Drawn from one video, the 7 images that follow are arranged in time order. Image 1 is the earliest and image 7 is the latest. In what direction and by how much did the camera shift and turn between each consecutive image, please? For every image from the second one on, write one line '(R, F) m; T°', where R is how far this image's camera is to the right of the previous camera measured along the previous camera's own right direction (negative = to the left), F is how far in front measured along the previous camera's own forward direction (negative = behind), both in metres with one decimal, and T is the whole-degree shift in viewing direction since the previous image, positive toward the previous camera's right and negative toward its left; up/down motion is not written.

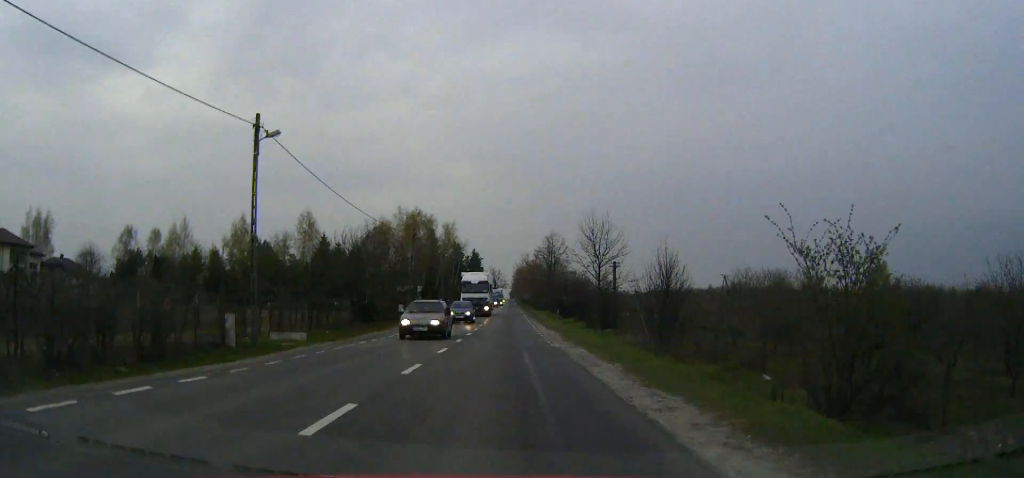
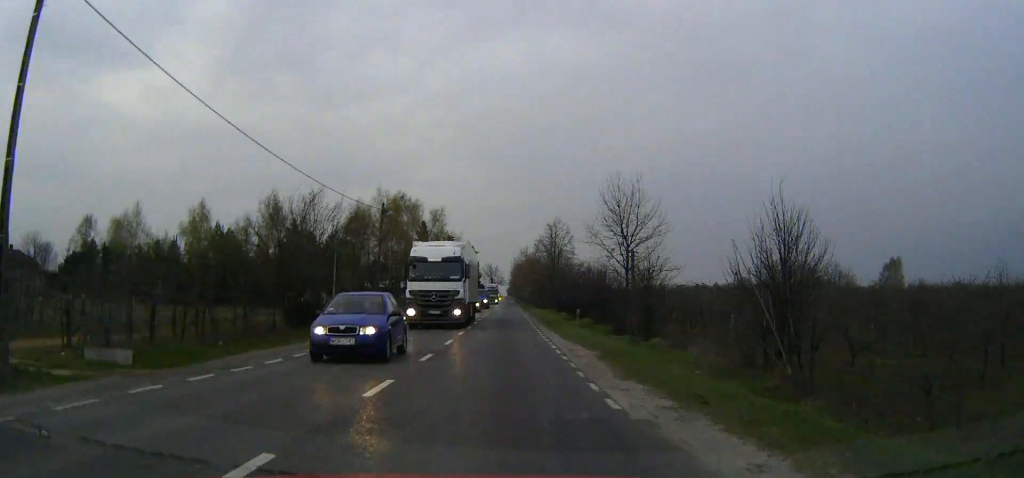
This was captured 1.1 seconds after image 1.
(+0.1, +14.9) m; 0°
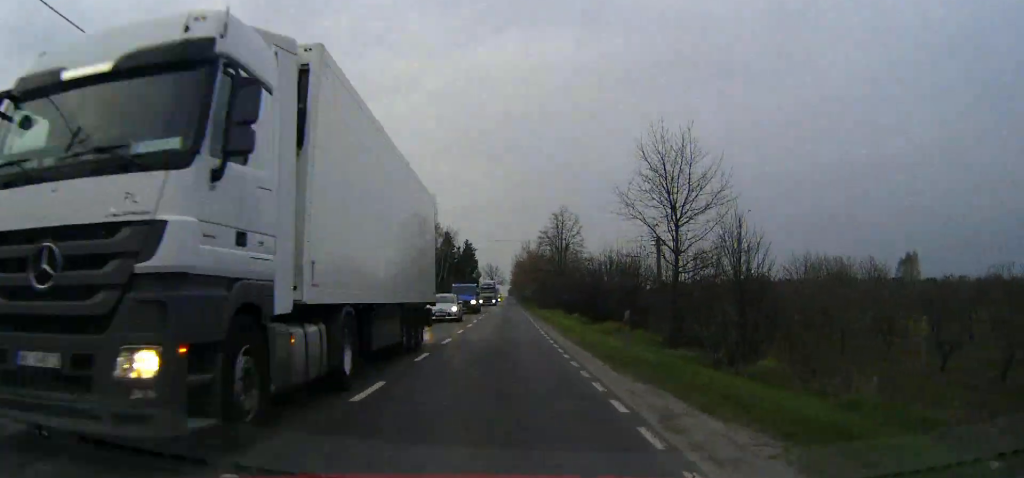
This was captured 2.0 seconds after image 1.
(0.0, +12.7) m; 0°
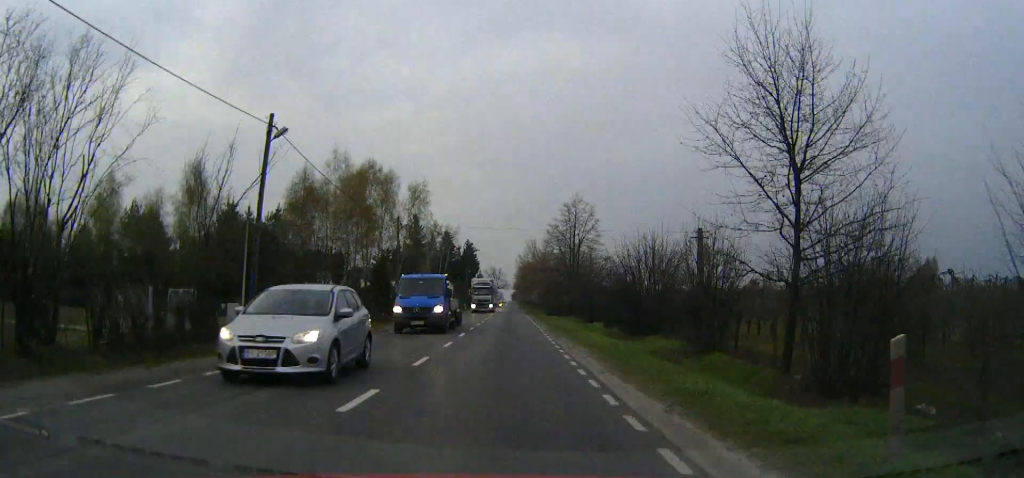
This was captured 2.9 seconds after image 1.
(0.0, +12.8) m; 0°
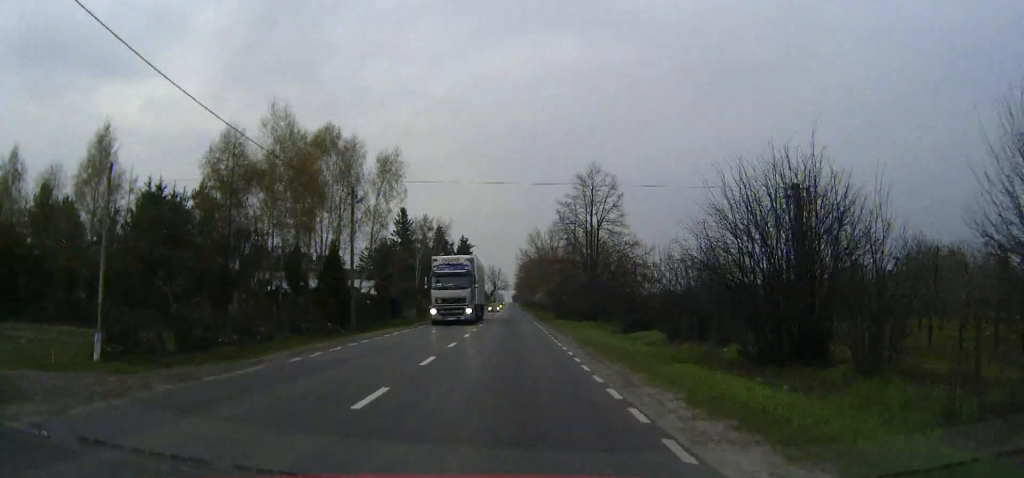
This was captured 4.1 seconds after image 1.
(0.0, +17.6) m; 0°
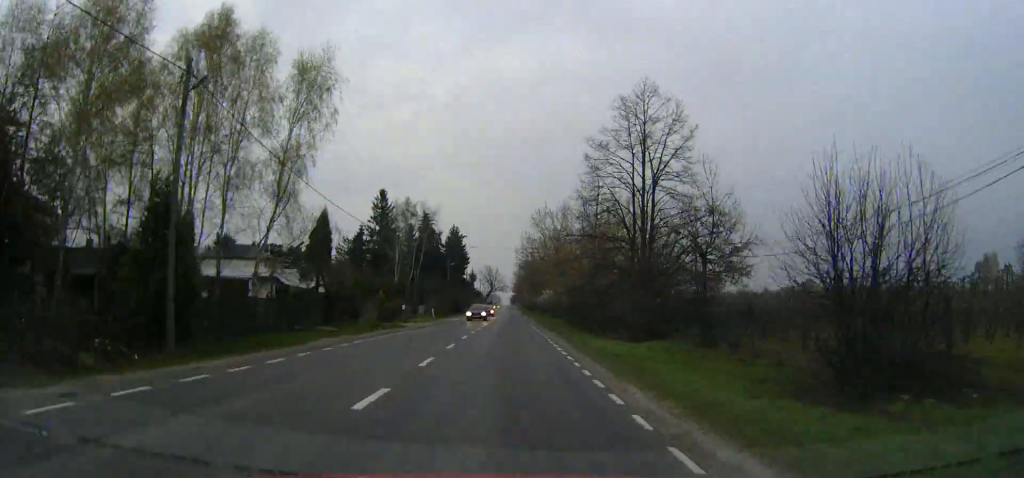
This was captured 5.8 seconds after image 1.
(0.0, +24.2) m; 0°
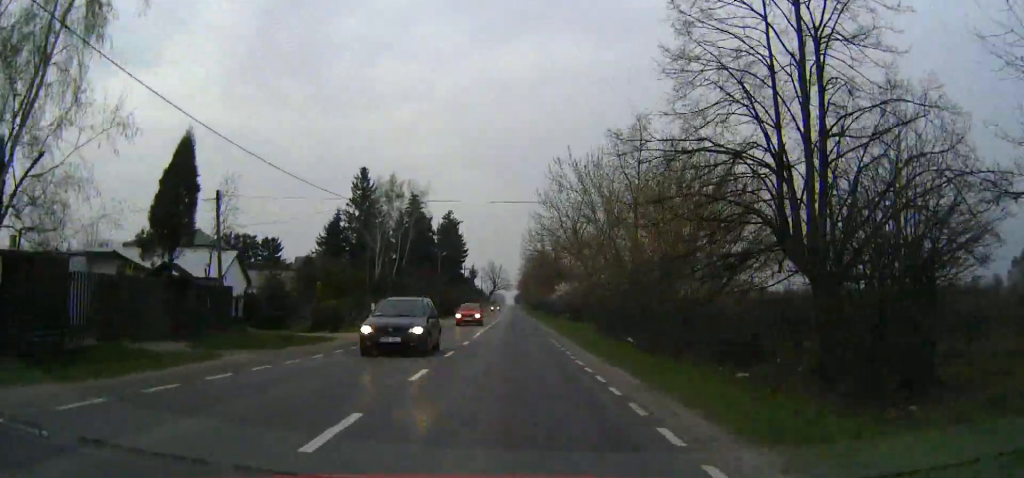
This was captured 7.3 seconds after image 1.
(0.0, +20.6) m; 0°
